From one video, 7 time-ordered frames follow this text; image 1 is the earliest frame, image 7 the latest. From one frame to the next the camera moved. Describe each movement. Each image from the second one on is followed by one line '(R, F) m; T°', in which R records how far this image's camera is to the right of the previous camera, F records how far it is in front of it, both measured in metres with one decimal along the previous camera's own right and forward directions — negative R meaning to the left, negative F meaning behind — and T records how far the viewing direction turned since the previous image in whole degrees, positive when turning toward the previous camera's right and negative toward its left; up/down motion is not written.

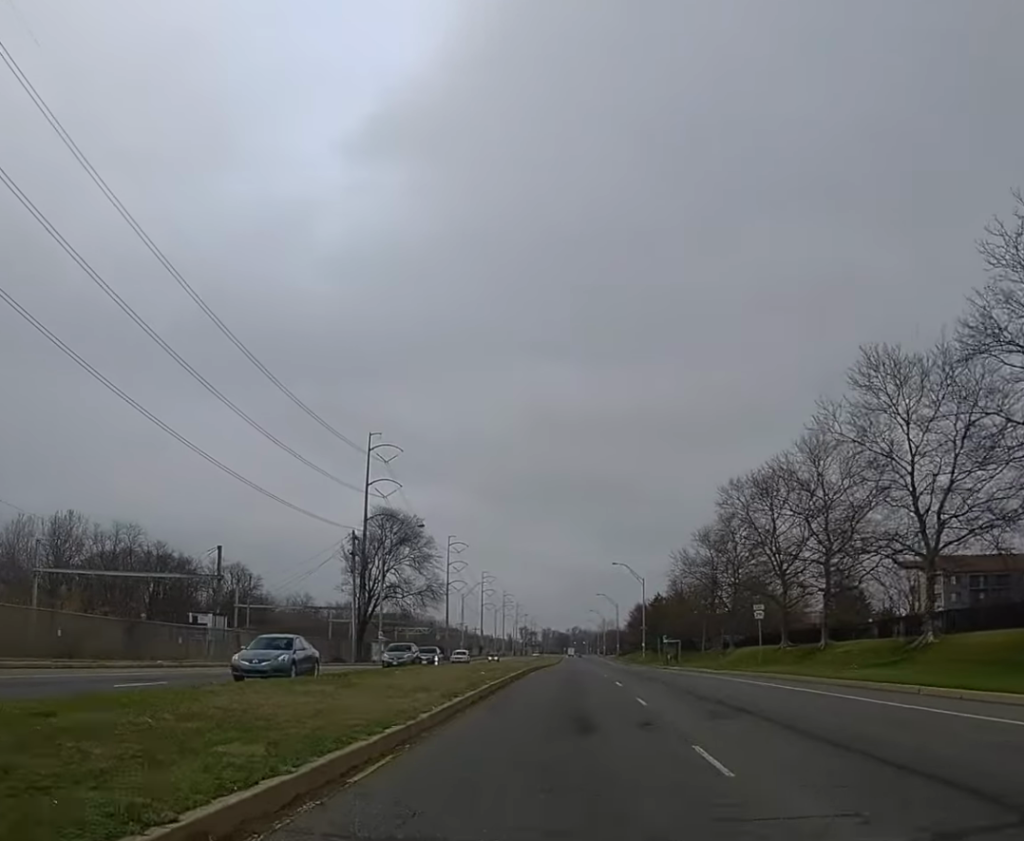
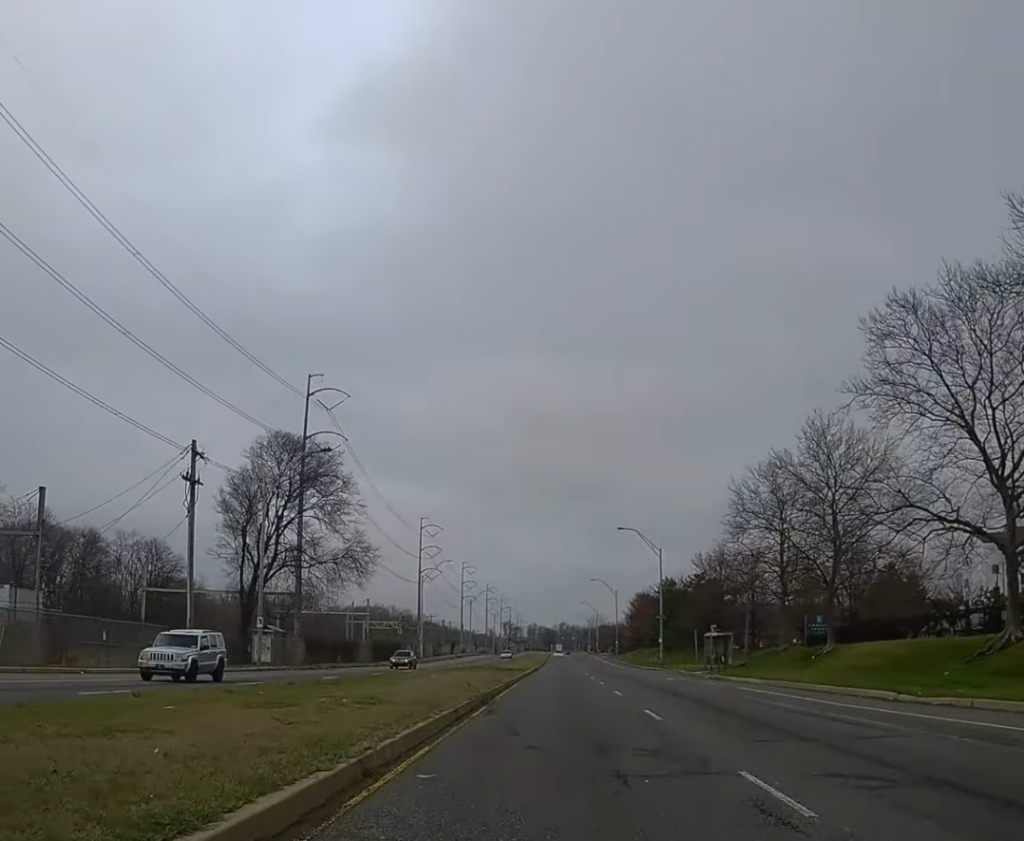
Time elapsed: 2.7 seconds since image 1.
(+0.8, +38.4) m; +1°
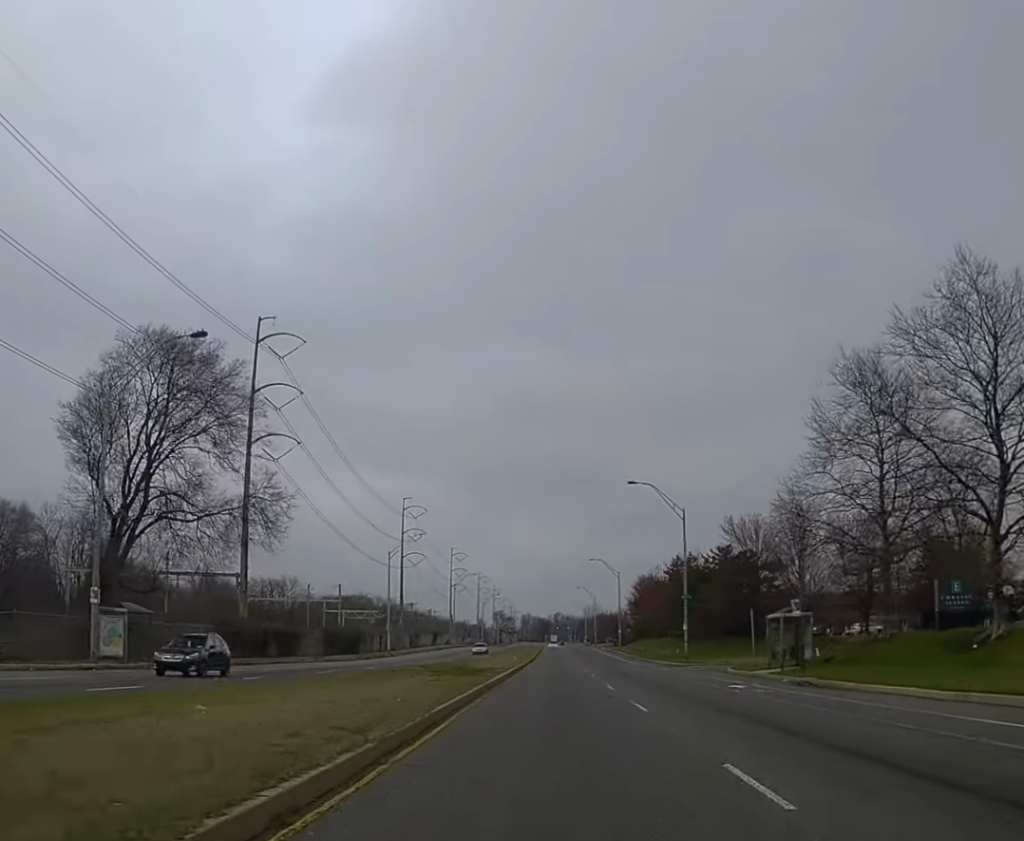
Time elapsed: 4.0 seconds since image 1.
(+0.2, +22.8) m; +1°
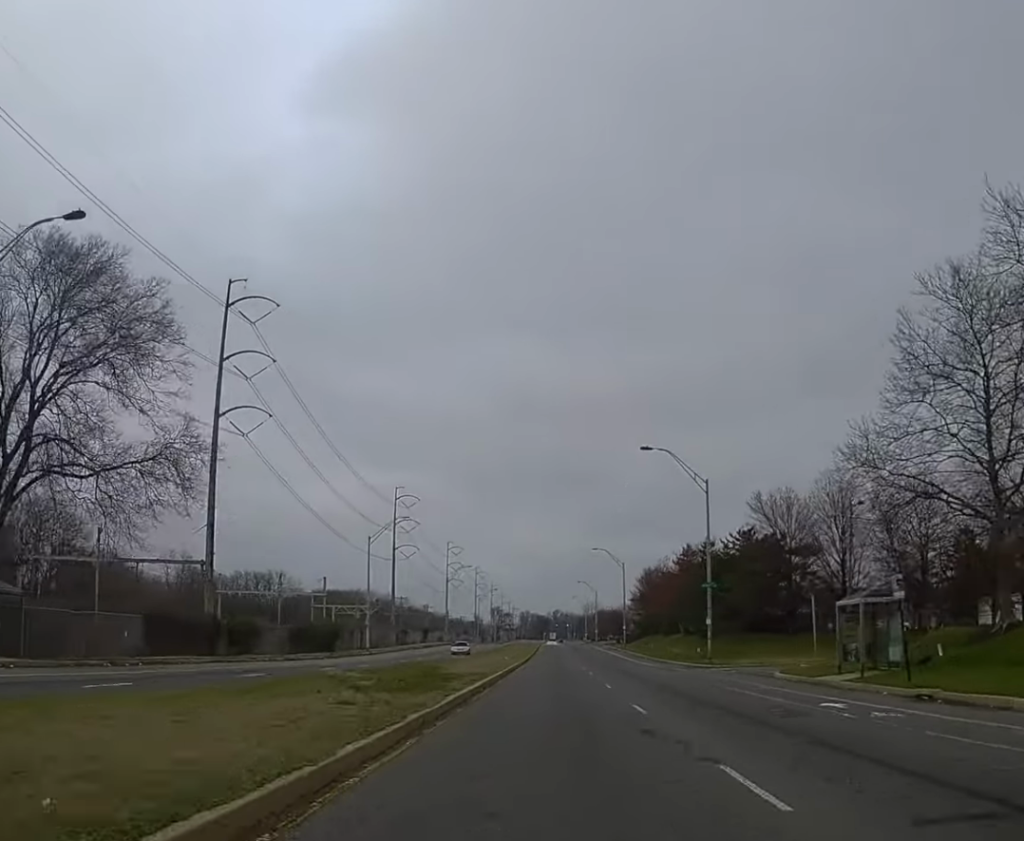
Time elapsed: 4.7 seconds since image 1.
(+0.1, +12.5) m; 0°
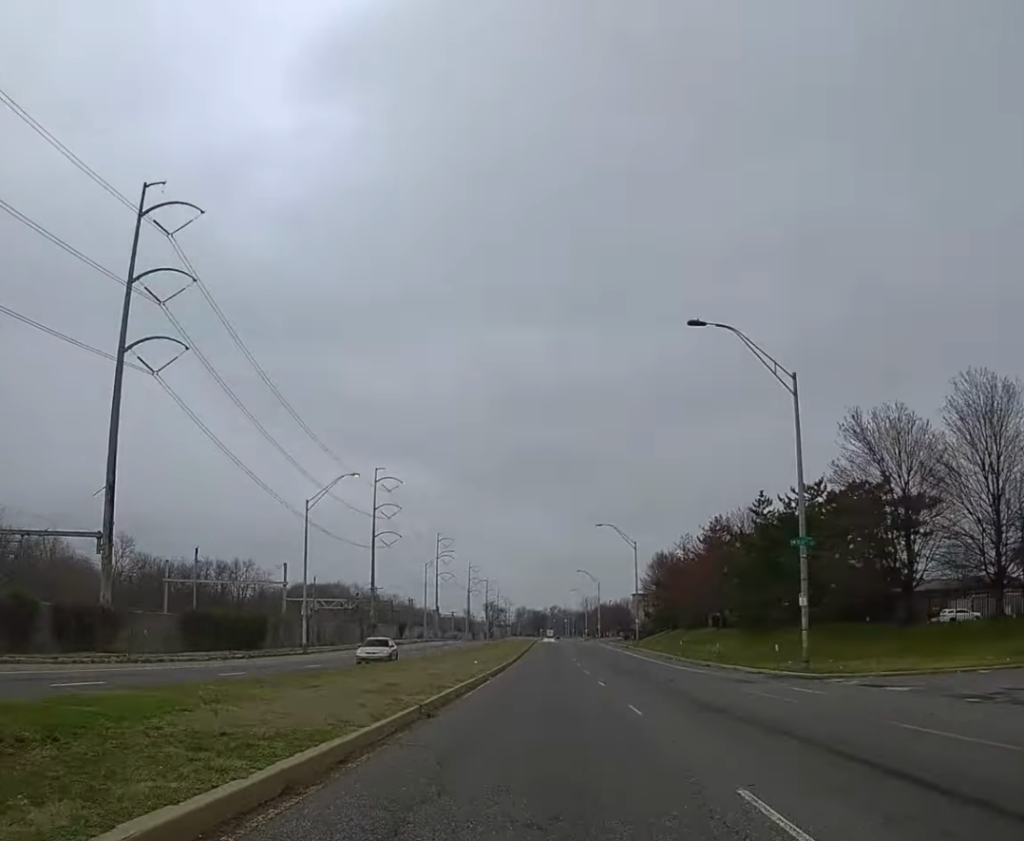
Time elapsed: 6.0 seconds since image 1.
(-0.4, +26.1) m; -1°
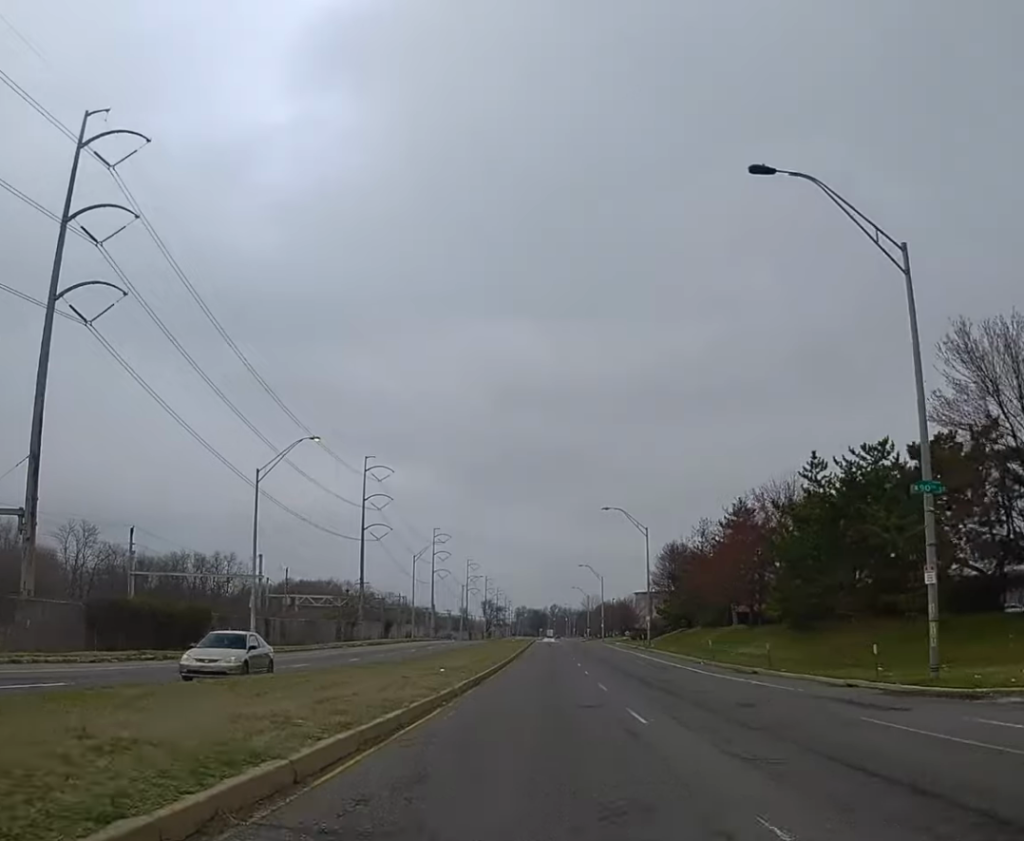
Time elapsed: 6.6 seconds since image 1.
(+0.1, +14.2) m; 0°
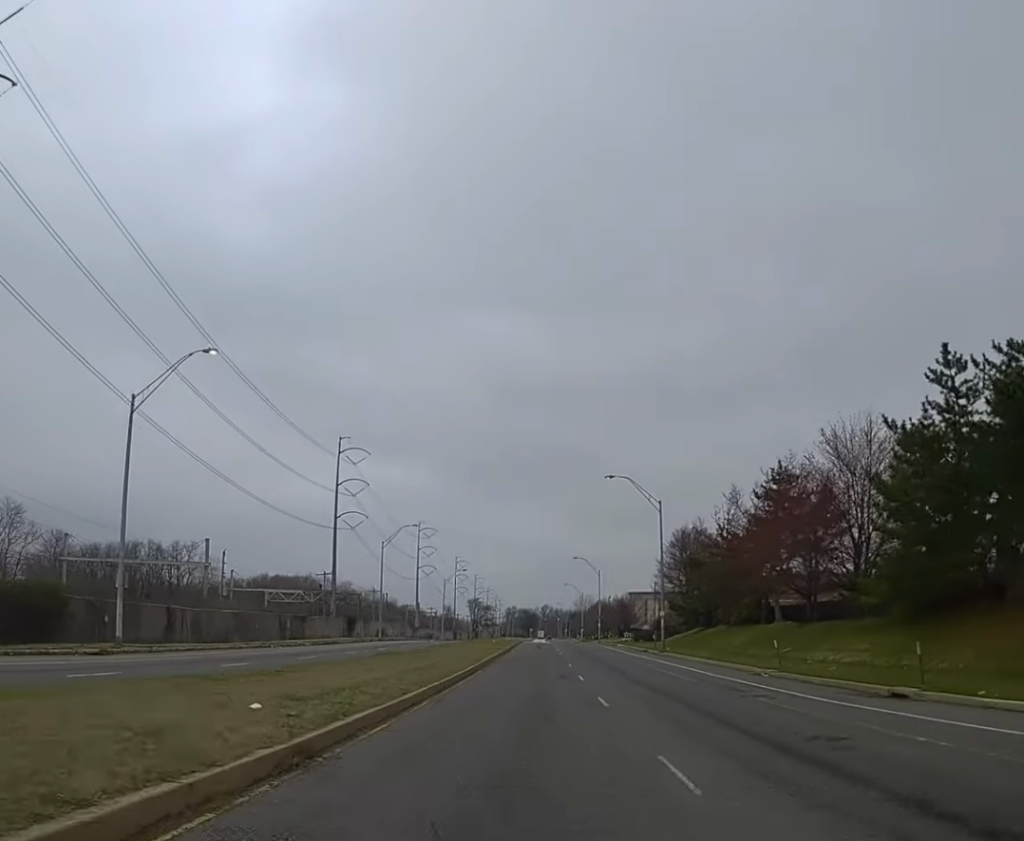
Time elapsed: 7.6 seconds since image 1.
(0.0, +20.6) m; 0°
